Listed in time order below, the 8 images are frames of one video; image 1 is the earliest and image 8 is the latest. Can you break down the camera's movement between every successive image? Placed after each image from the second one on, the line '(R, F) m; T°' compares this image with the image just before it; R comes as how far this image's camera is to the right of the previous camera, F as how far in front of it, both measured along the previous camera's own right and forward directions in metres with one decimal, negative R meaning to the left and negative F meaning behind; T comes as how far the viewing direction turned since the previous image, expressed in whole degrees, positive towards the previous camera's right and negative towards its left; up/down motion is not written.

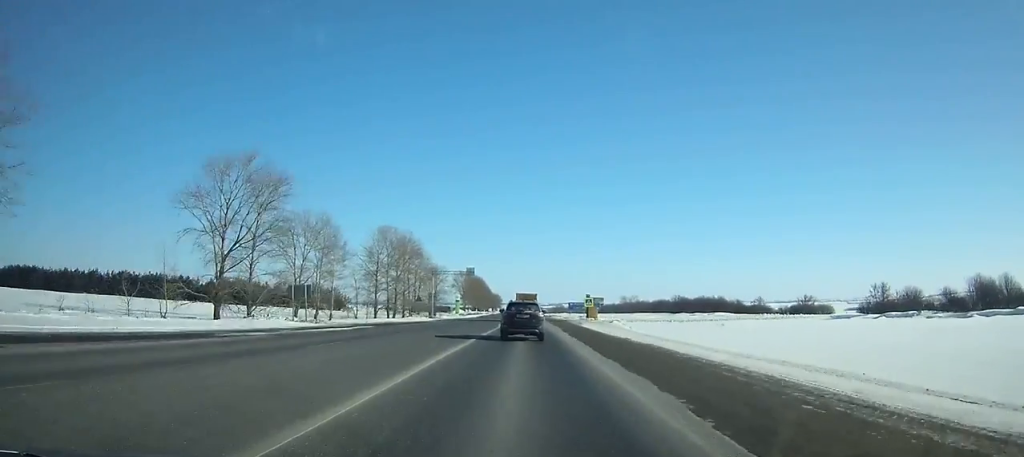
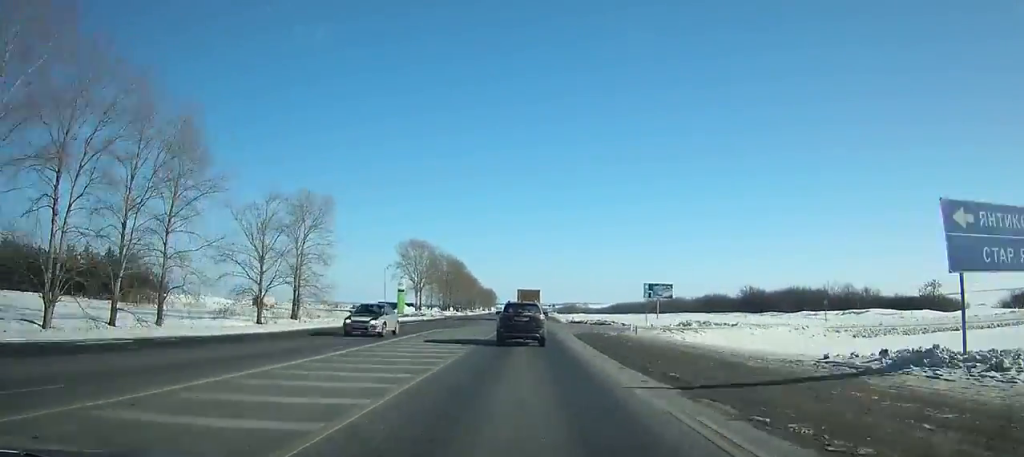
(+0.5, +105.5) m; 0°
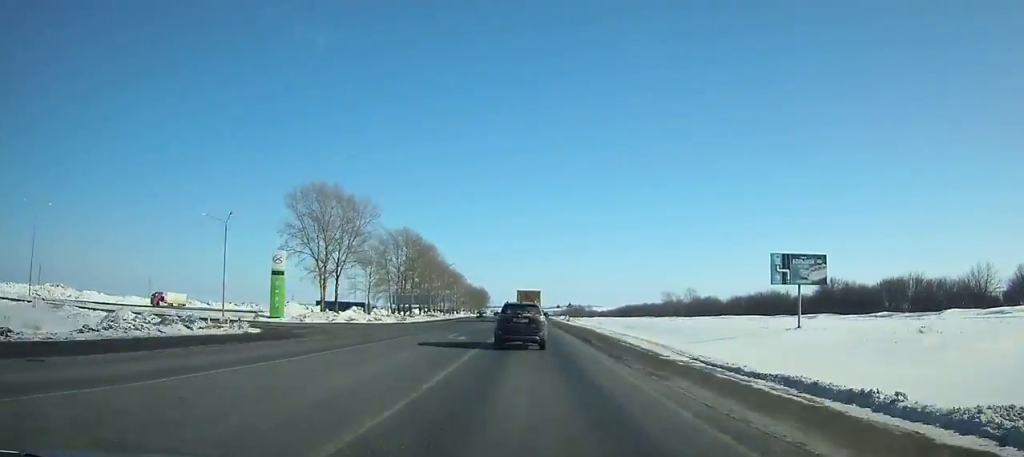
(-0.2, +63.3) m; 0°
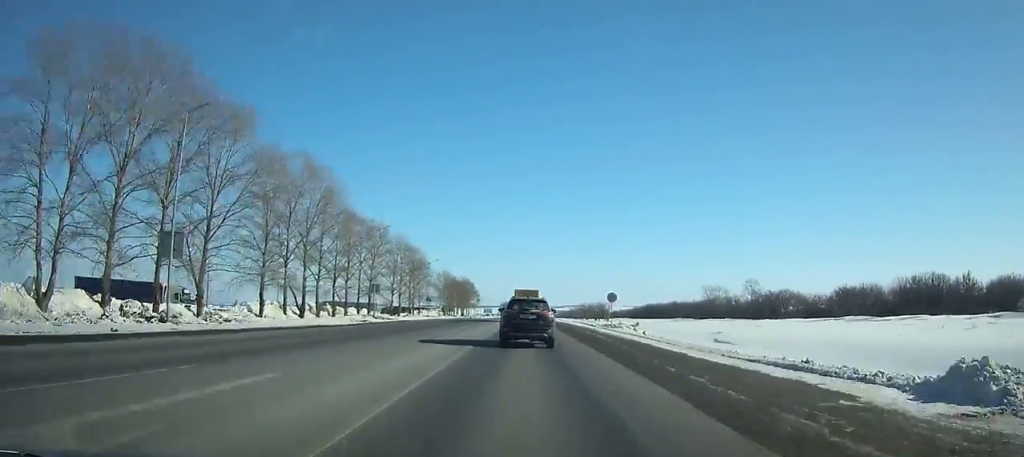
(0.0, +90.8) m; 0°
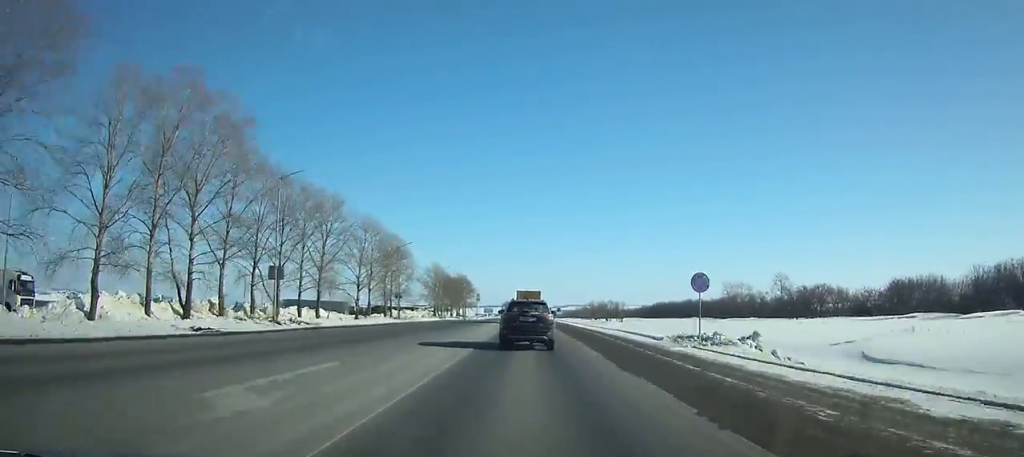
(0.0, +26.3) m; 0°
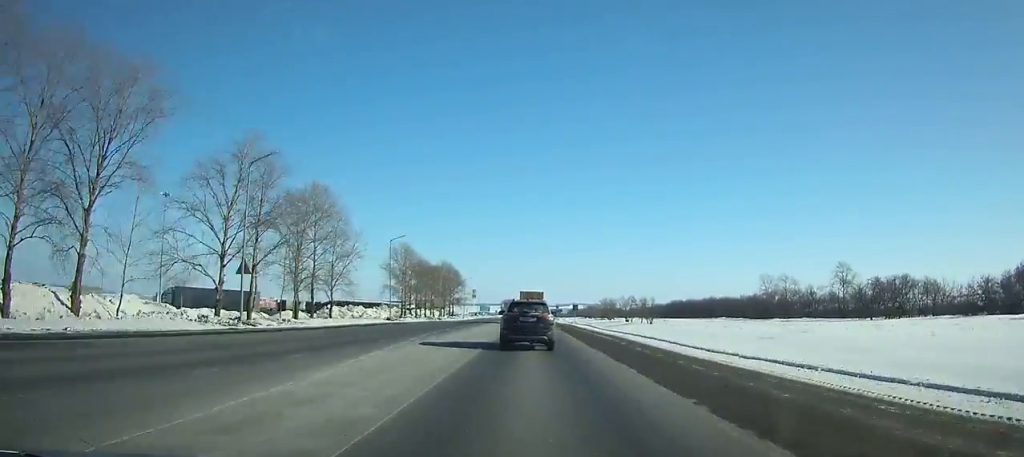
(-0.1, +43.7) m; 0°
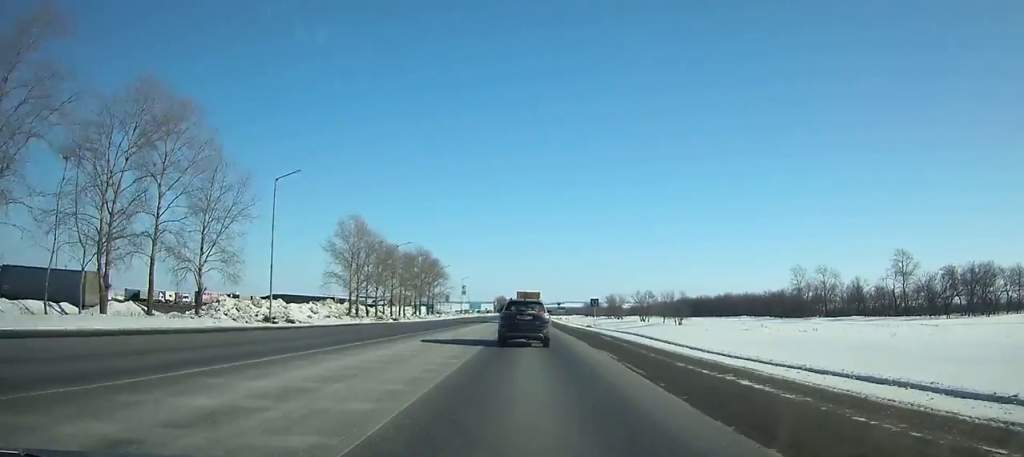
(0.0, +33.0) m; 0°
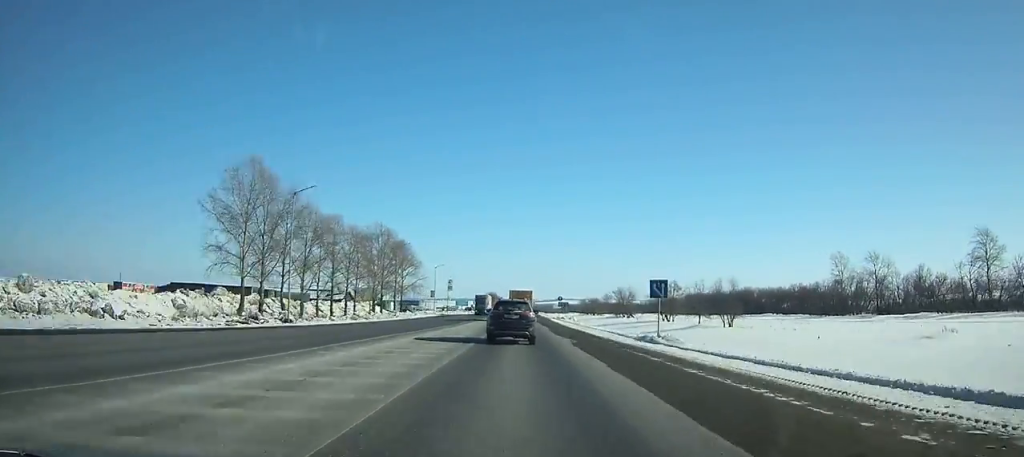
(0.0, +33.0) m; 0°
